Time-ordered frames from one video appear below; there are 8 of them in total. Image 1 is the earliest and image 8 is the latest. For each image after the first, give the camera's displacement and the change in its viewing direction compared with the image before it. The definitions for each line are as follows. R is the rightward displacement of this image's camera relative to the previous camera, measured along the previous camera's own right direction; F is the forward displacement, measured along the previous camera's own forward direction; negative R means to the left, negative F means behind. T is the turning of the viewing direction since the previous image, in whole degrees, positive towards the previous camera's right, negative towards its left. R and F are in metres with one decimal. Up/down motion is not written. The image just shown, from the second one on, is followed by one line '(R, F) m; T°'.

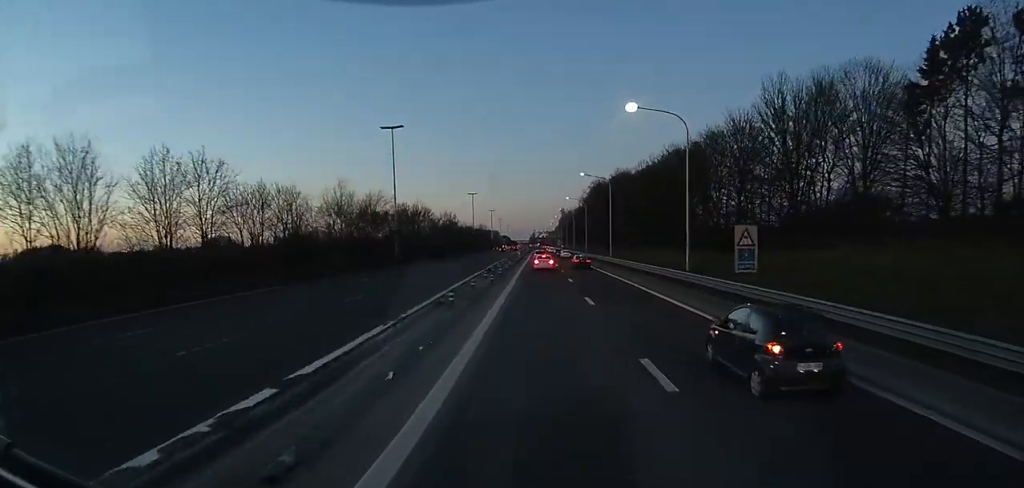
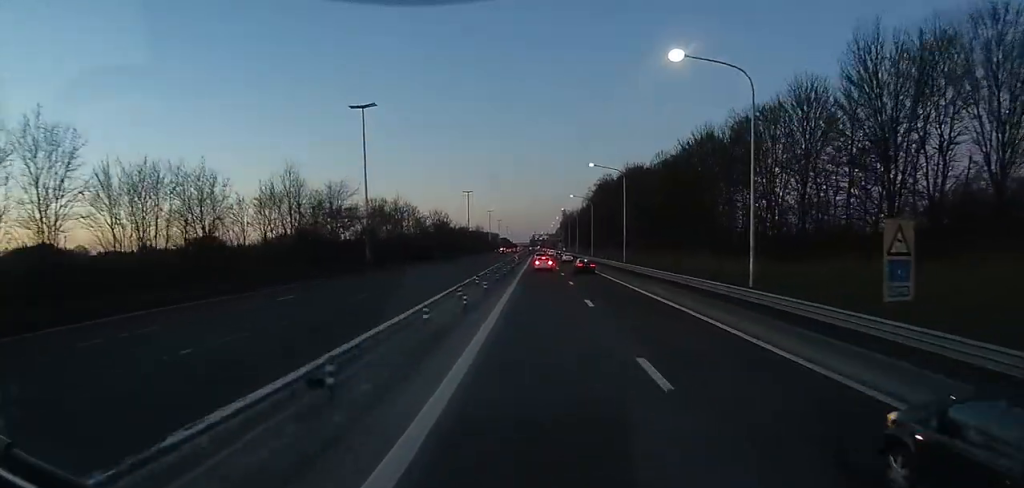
(+0.4, +12.1) m; +2°
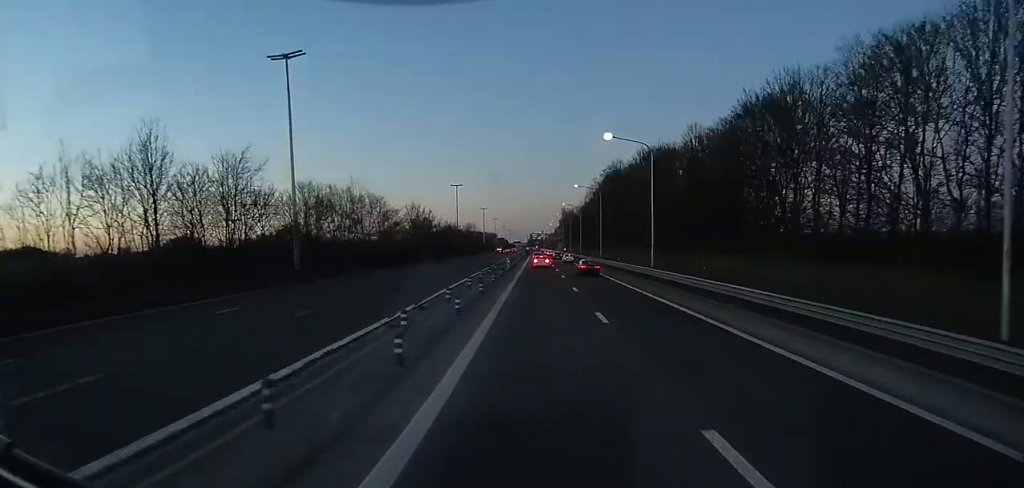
(0.0, +17.4) m; 0°
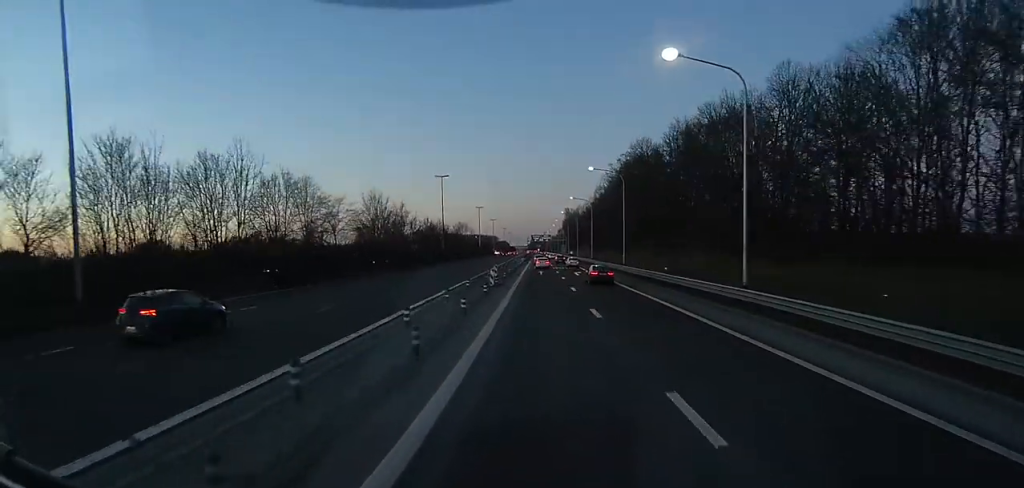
(0.0, +22.6) m; 0°
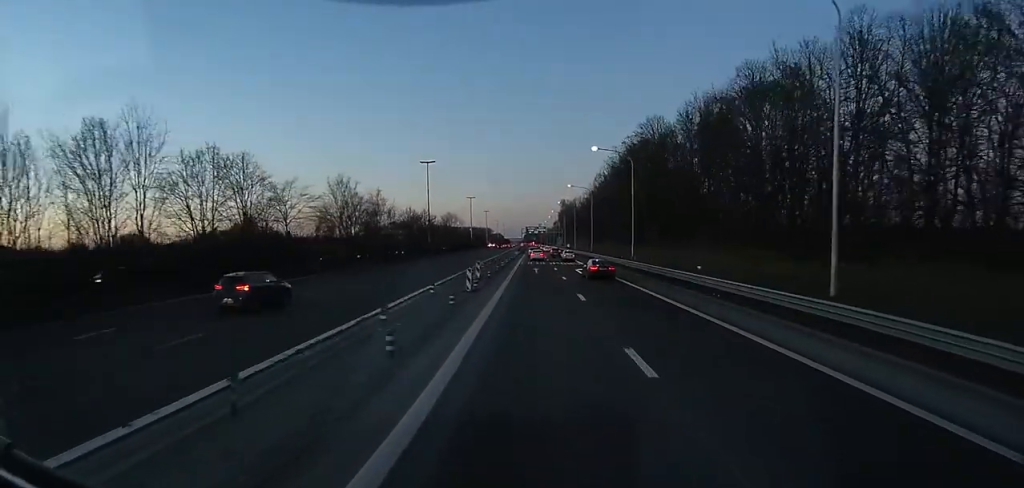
(+0.1, +9.6) m; -1°
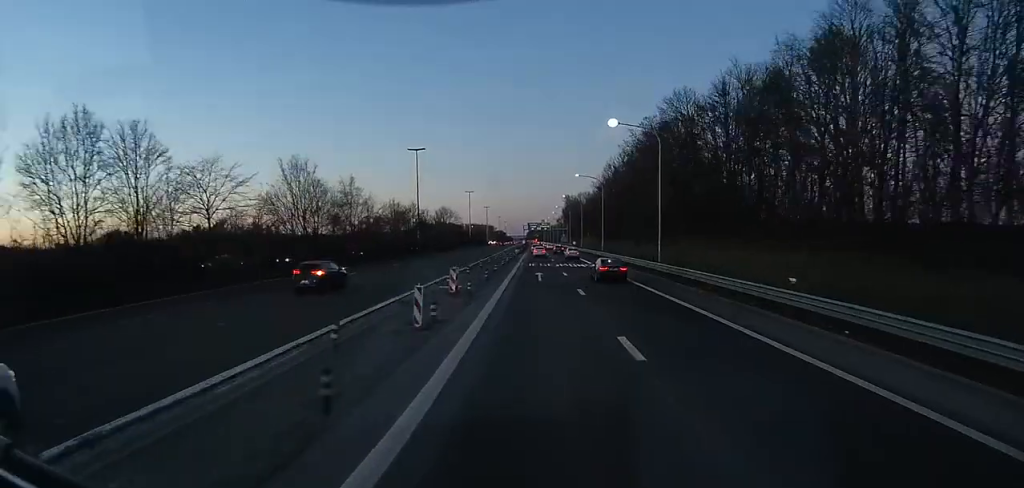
(-0.1, +11.5) m; -1°
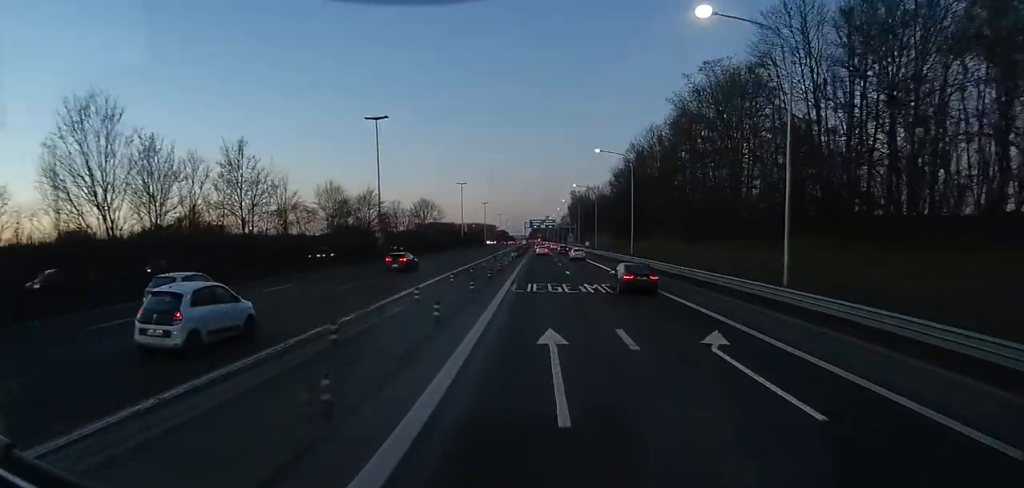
(-0.3, +24.2) m; 0°
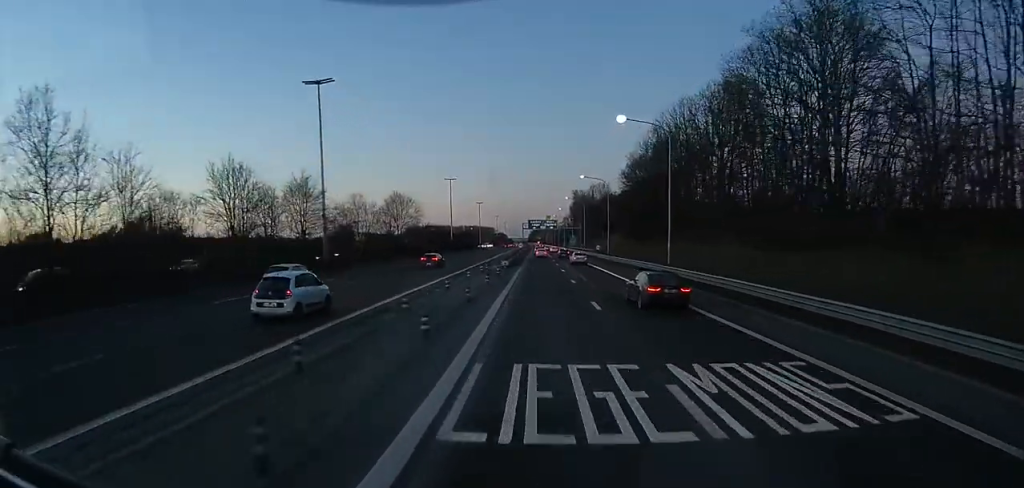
(+0.2, +17.9) m; +2°
